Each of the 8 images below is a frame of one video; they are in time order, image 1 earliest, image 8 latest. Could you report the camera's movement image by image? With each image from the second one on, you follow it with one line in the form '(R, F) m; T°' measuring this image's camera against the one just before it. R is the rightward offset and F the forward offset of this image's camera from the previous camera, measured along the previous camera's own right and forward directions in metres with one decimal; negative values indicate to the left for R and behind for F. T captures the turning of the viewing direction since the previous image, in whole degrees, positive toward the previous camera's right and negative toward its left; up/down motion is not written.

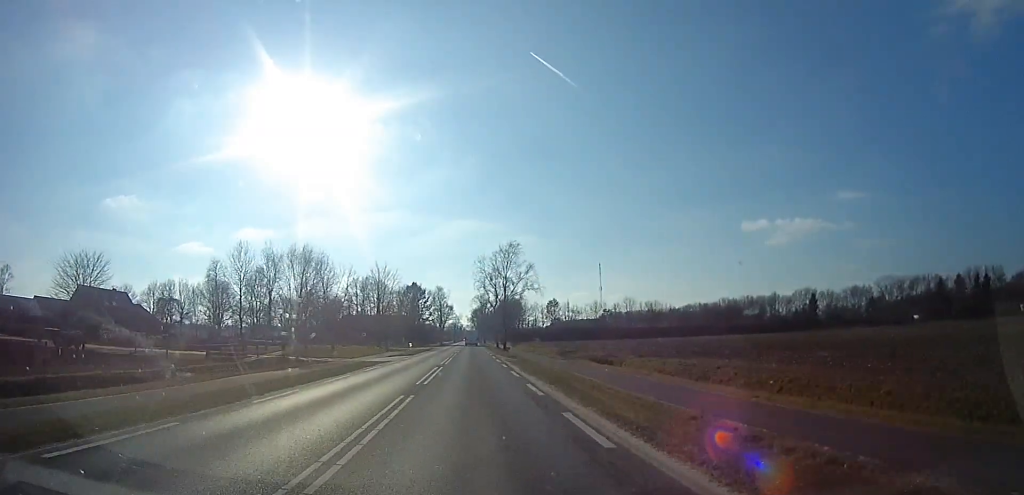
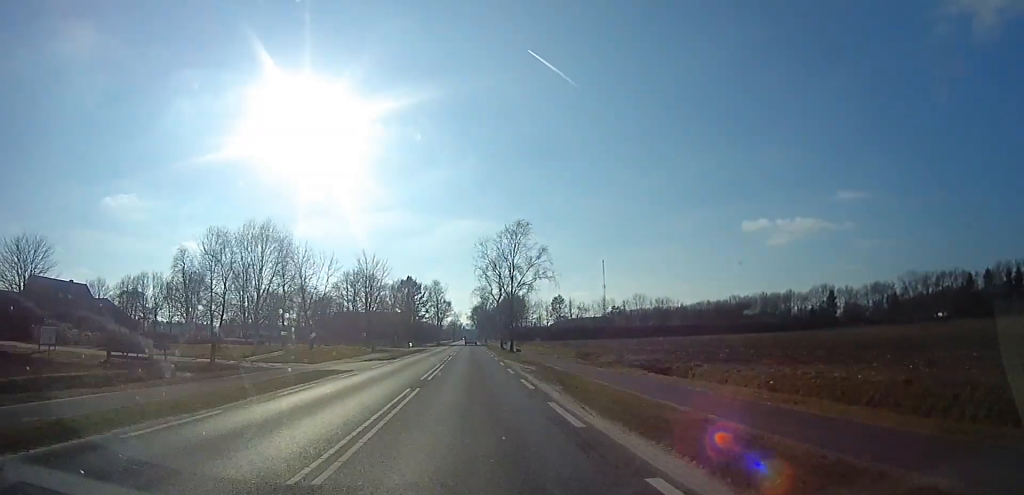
(-0.1, +9.5) m; -1°
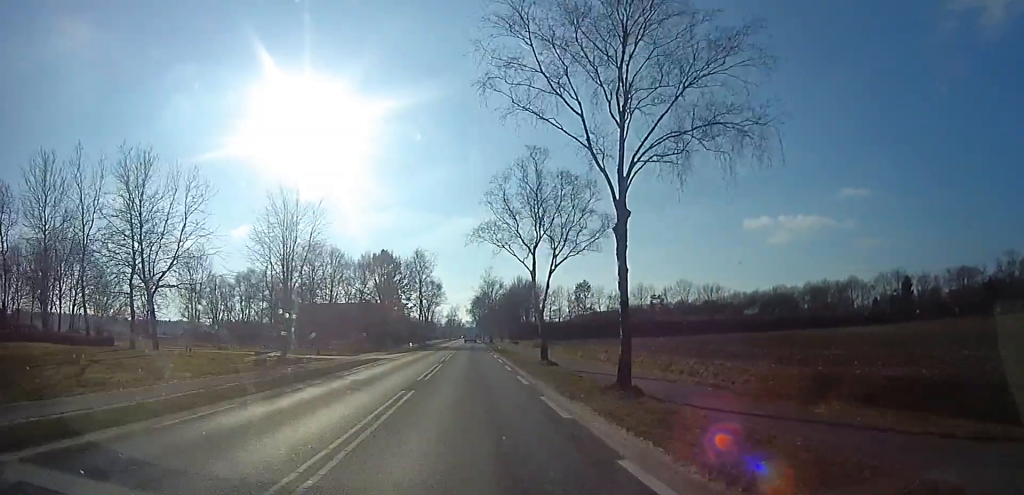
(-0.5, +36.9) m; 0°
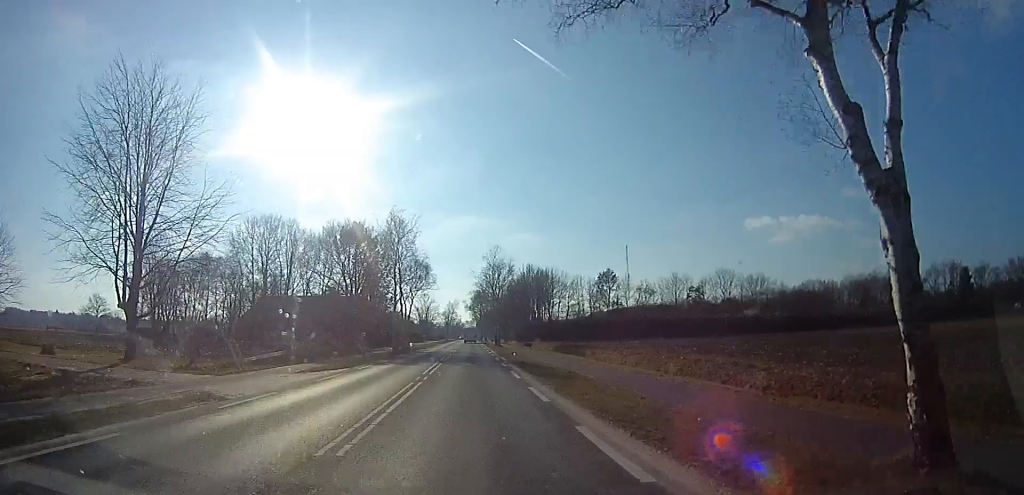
(+0.3, +22.3) m; +2°
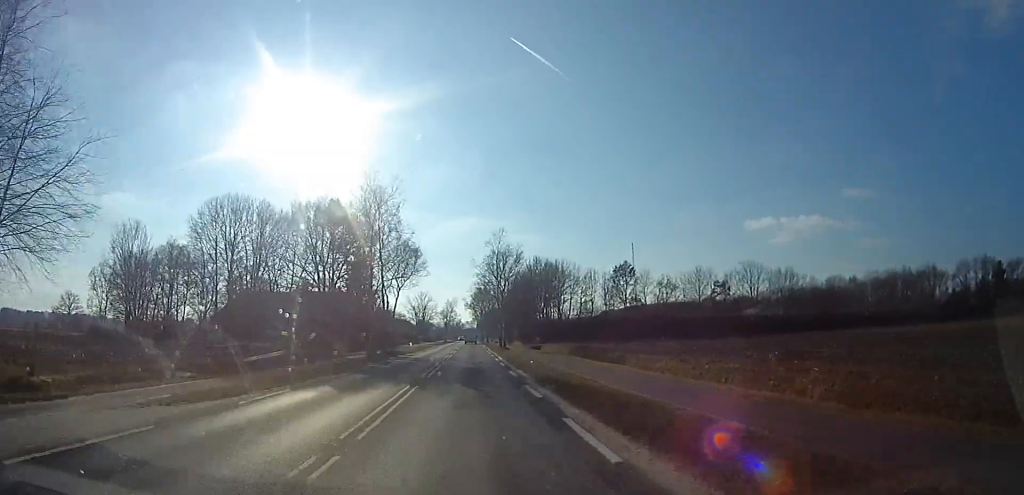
(+0.1, +11.1) m; 0°
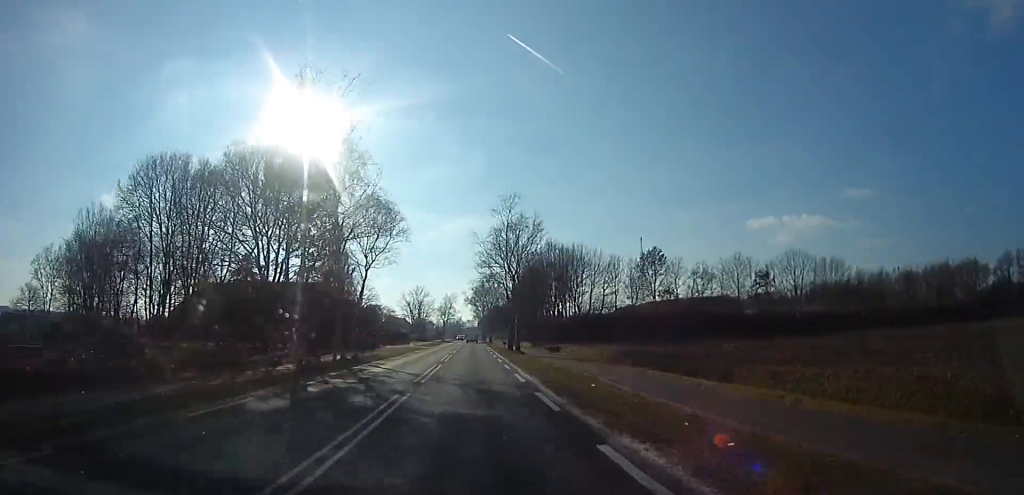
(0.0, +14.2) m; 0°
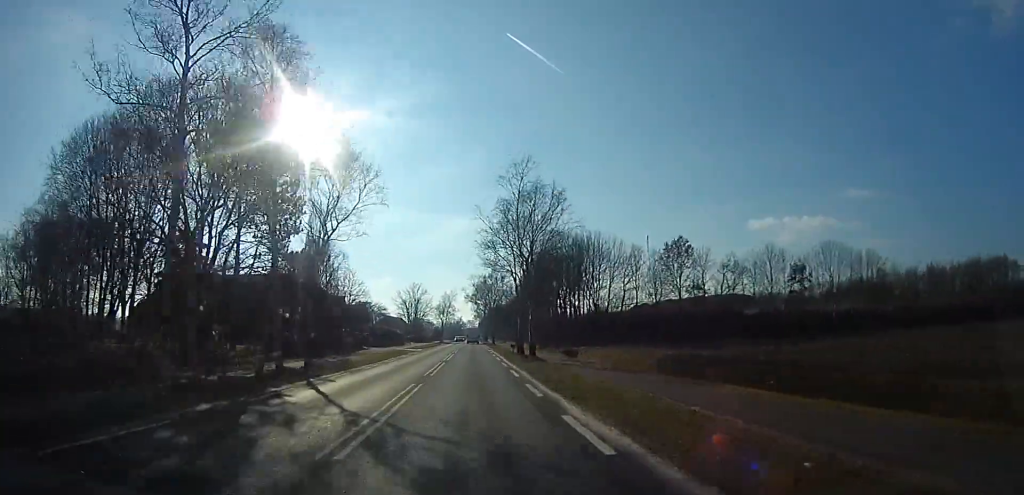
(0.0, +9.5) m; 0°
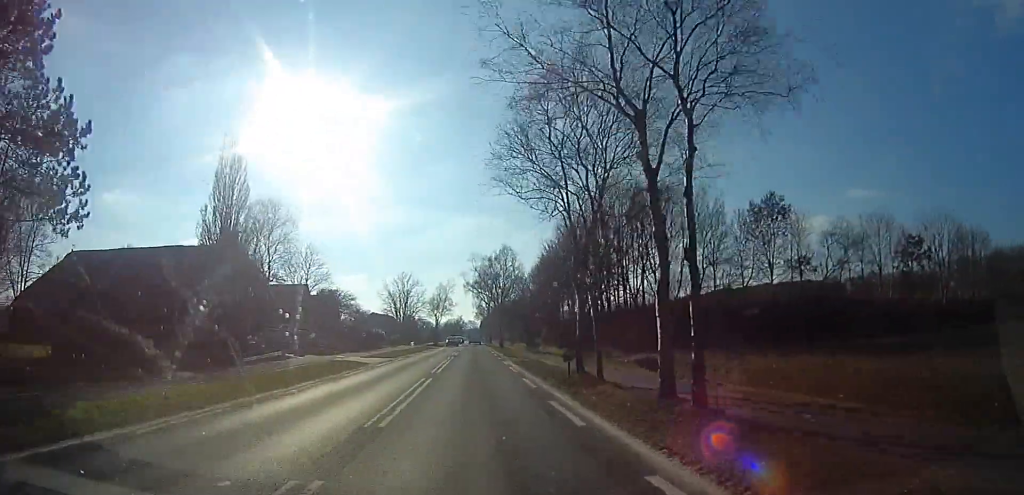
(0.0, +21.9) m; 0°
